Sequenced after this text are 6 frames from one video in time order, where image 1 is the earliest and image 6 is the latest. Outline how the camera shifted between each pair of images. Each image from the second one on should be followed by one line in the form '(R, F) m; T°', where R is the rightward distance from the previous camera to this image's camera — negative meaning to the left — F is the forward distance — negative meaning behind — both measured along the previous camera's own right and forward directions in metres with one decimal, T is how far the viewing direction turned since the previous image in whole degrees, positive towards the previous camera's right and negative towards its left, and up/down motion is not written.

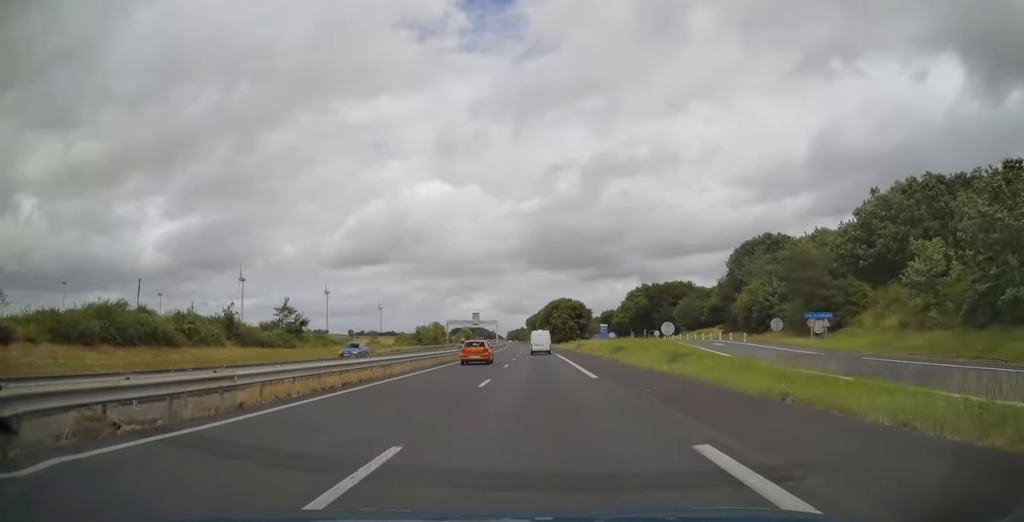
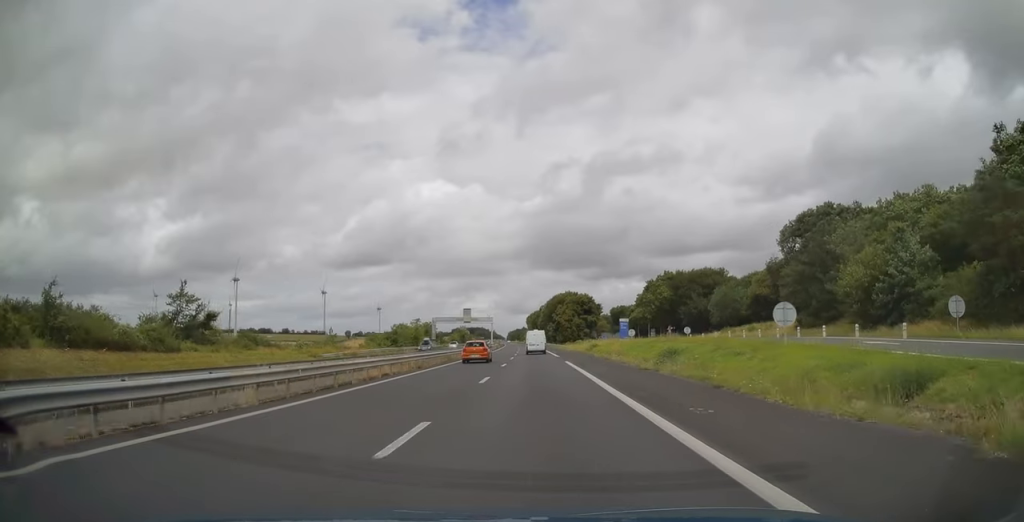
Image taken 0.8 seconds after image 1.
(0.0, +24.2) m; 0°
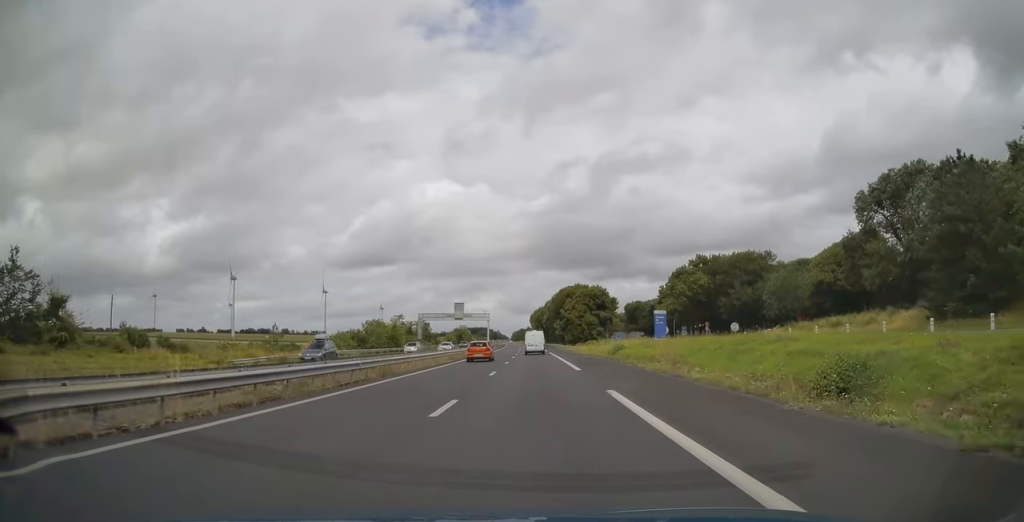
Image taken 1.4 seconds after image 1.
(0.0, +22.0) m; 0°
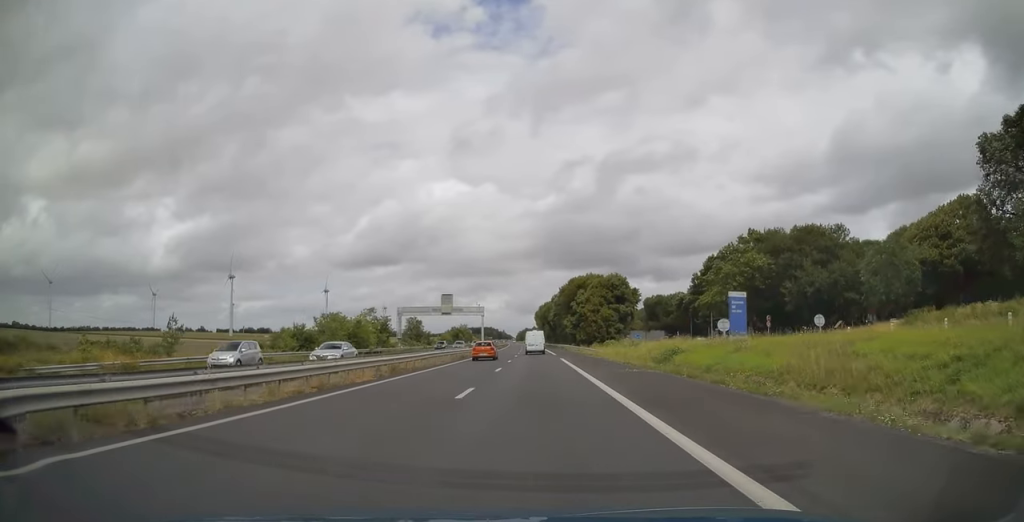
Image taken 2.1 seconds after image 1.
(-0.1, +22.5) m; 0°
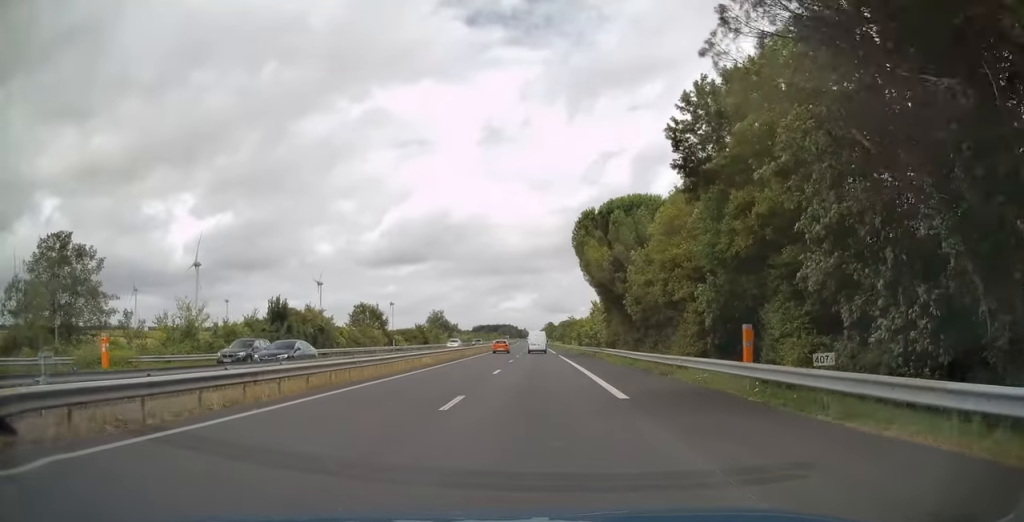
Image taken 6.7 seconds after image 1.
(-3.1, +146.4) m; -2°
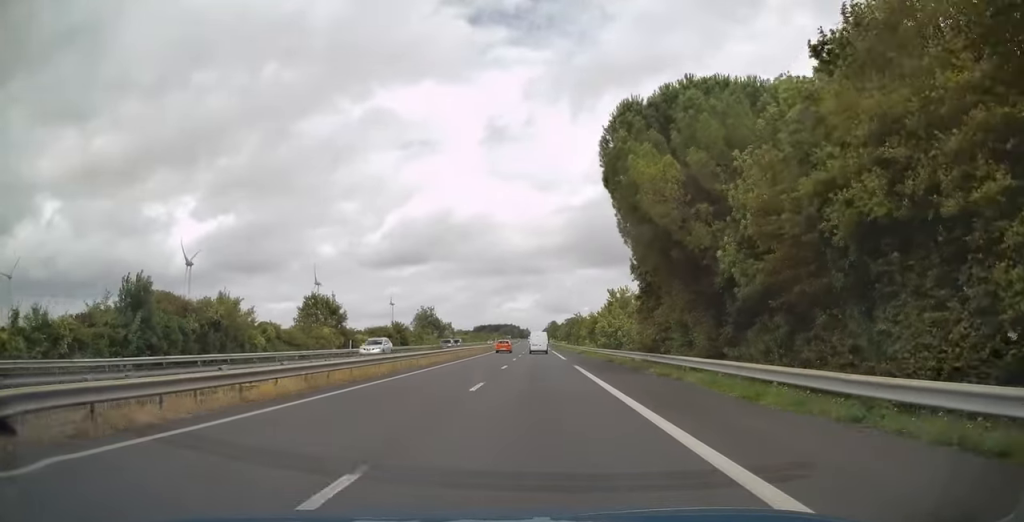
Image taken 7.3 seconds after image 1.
(0.0, +21.5) m; 0°
